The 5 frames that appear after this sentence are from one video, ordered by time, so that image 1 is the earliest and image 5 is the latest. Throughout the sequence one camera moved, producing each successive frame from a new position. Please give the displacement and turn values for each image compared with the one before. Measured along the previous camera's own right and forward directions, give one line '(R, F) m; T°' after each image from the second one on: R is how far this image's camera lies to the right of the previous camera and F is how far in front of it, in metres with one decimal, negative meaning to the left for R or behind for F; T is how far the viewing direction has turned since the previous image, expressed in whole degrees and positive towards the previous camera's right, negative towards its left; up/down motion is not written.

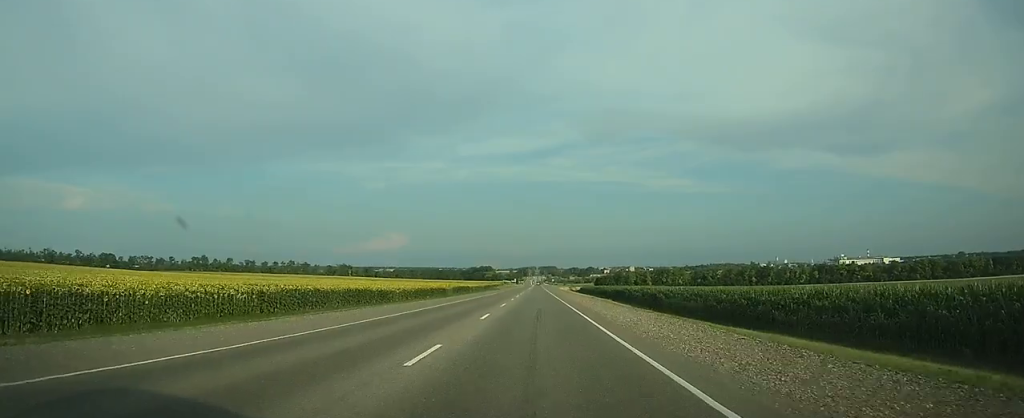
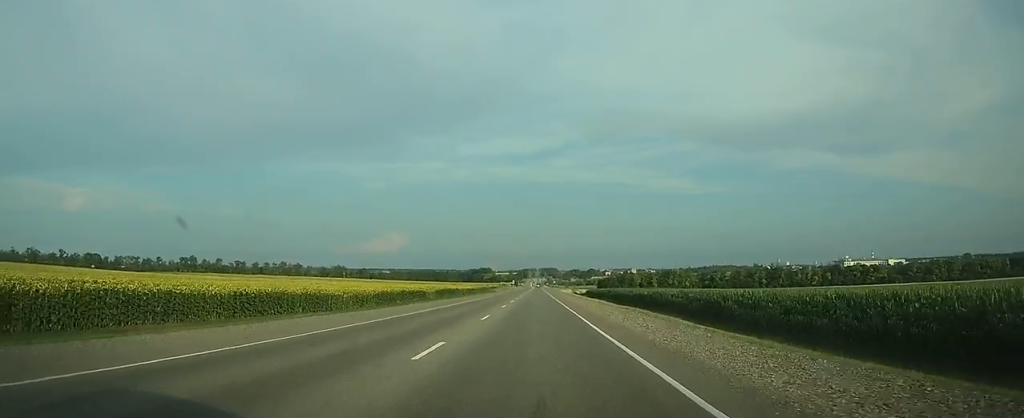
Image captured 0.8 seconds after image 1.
(0.0, +20.0) m; 0°
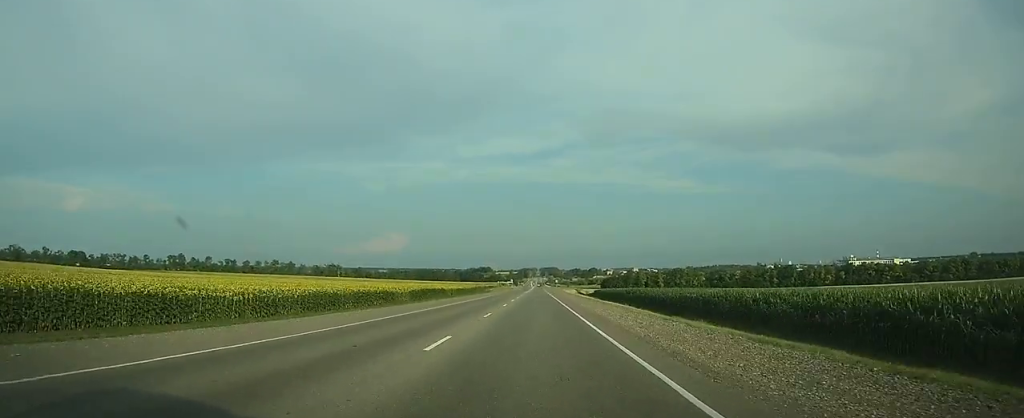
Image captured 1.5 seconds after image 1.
(0.0, +19.4) m; 0°
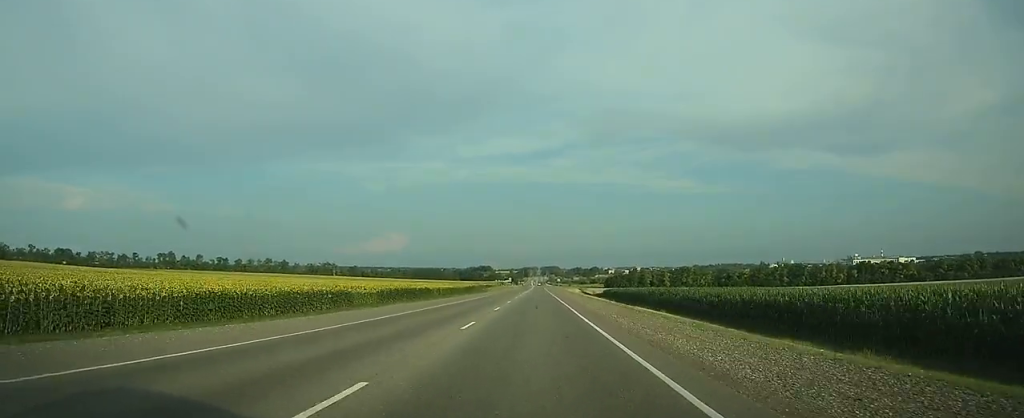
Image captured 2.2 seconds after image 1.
(-0.1, +15.3) m; 0°
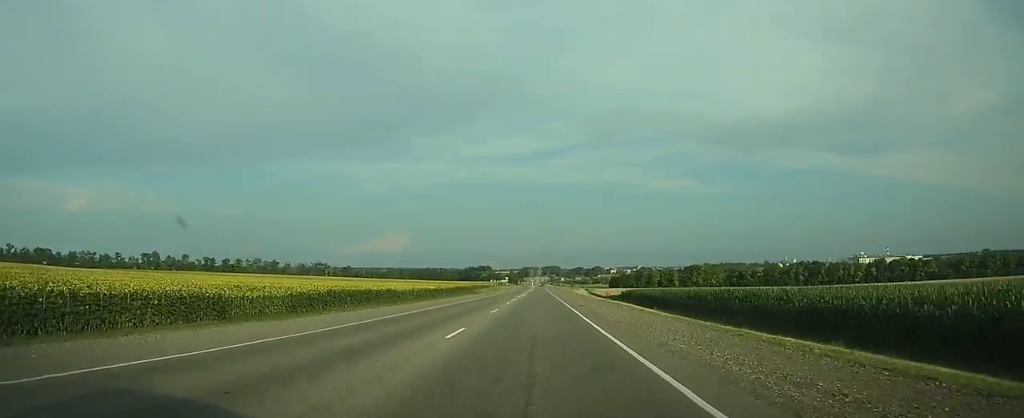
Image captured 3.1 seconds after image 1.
(0.0, +21.3) m; 0°
